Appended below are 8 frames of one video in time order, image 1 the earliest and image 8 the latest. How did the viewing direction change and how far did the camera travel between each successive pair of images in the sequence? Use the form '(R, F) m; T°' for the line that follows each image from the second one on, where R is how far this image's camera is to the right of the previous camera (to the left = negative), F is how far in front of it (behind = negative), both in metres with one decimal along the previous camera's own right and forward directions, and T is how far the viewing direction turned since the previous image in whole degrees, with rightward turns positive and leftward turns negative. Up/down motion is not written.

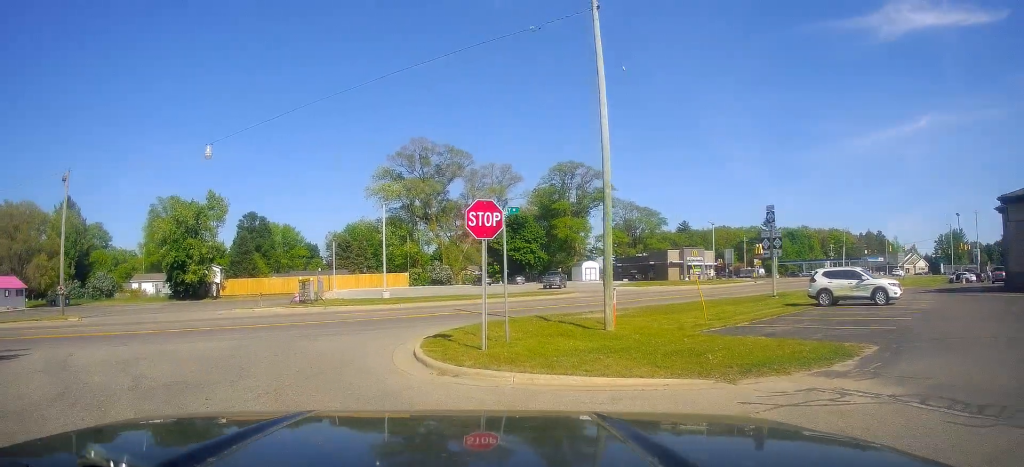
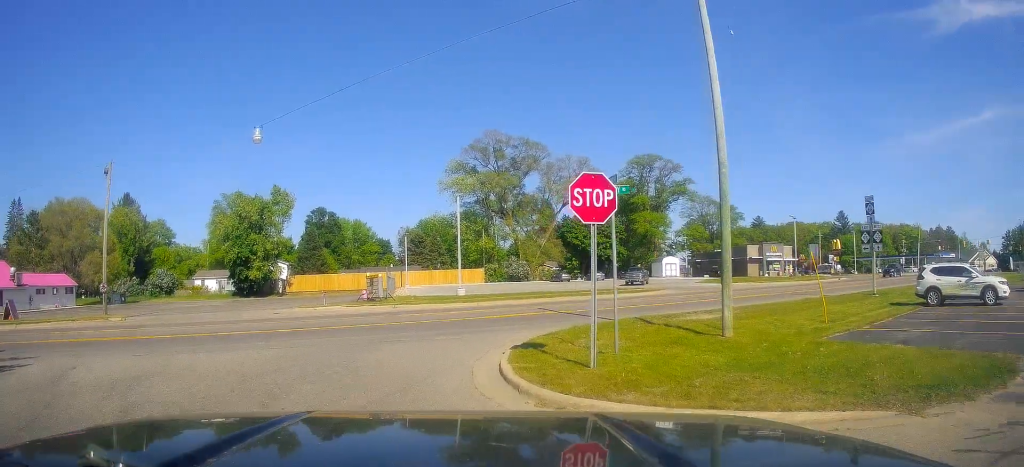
(-0.2, +2.6) m; -3°
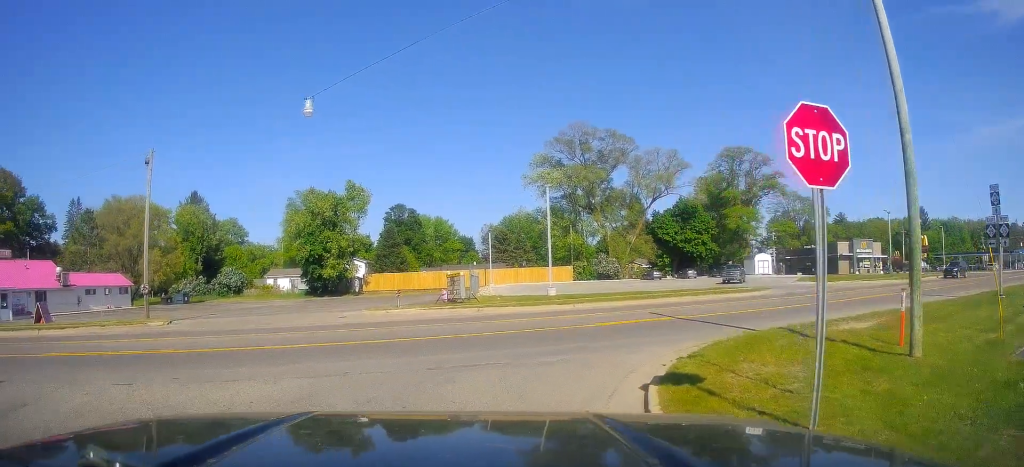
(-0.1, +3.5) m; -2°
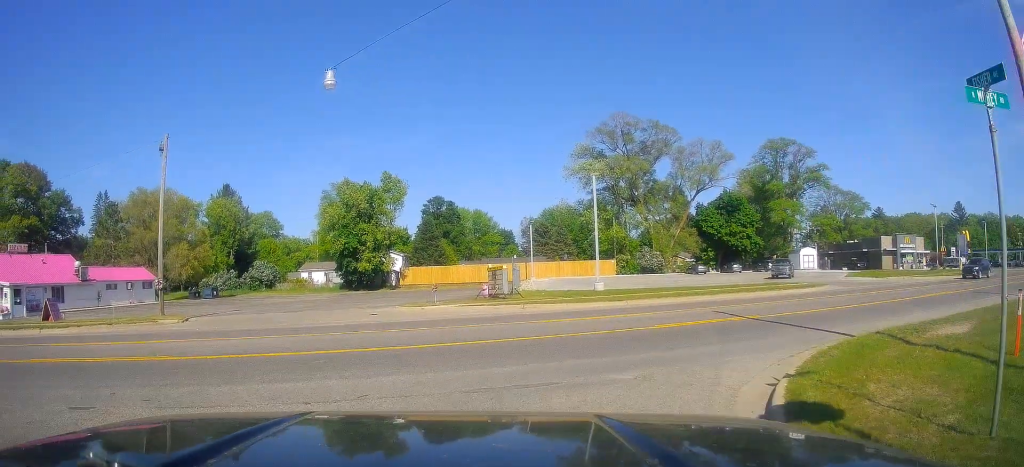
(0.0, +2.3) m; +2°
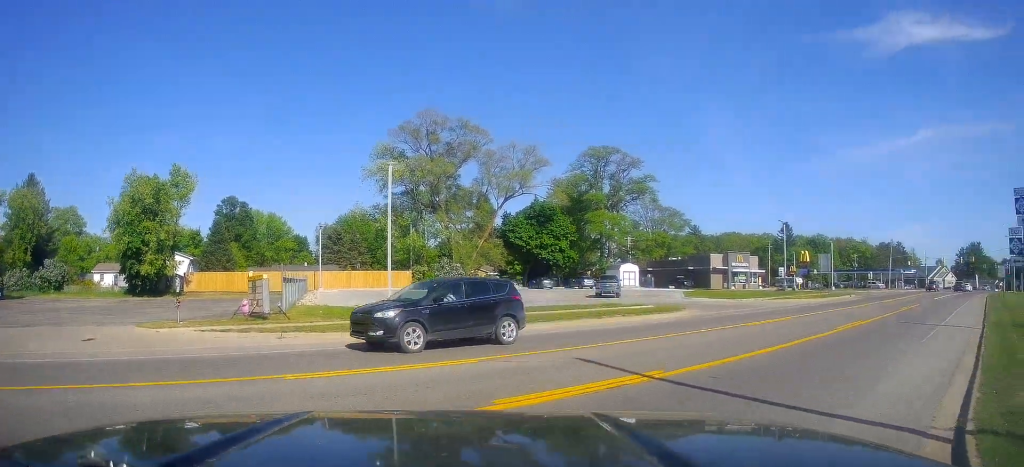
(+2.1, +7.9) m; +37°
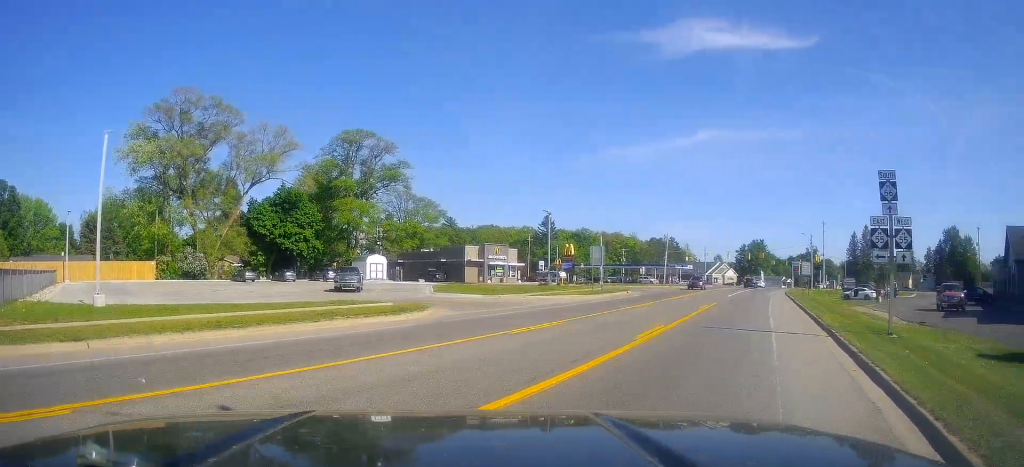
(+0.9, +5.2) m; +18°
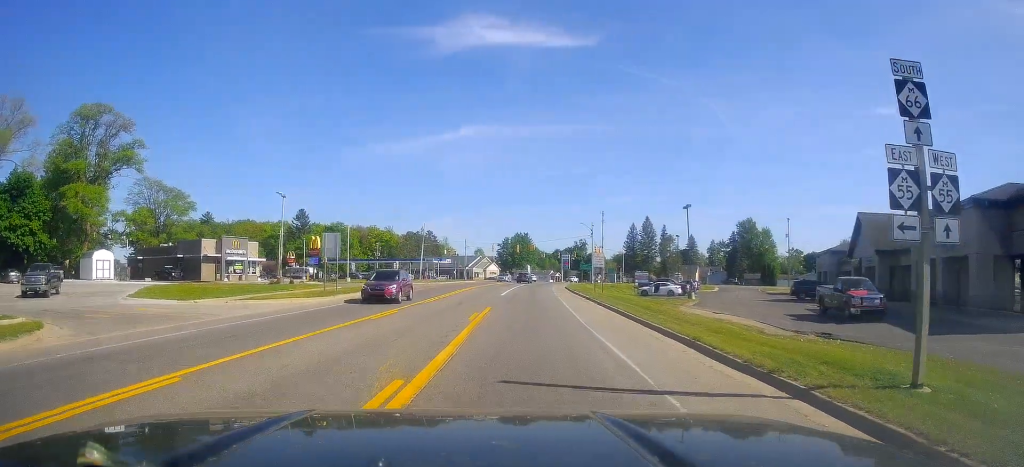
(+1.4, +11.5) m; +7°
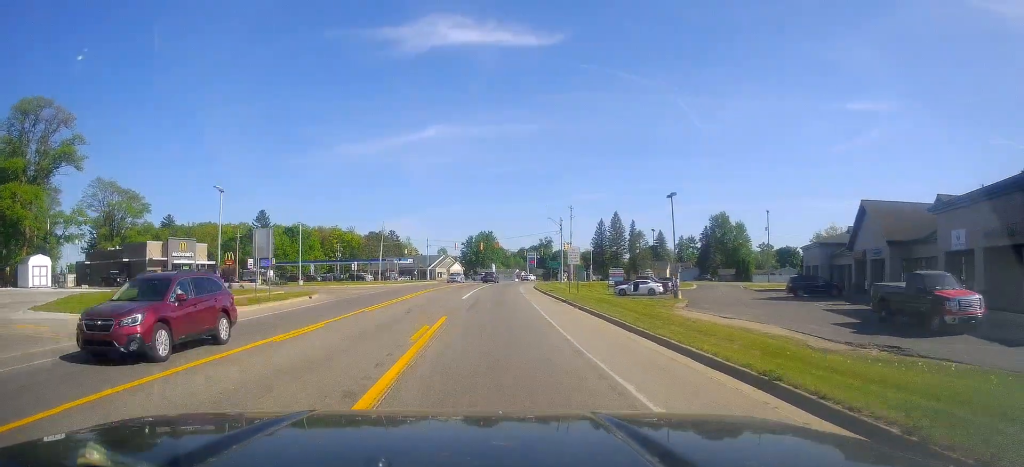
(0.0, +5.8) m; 0°
